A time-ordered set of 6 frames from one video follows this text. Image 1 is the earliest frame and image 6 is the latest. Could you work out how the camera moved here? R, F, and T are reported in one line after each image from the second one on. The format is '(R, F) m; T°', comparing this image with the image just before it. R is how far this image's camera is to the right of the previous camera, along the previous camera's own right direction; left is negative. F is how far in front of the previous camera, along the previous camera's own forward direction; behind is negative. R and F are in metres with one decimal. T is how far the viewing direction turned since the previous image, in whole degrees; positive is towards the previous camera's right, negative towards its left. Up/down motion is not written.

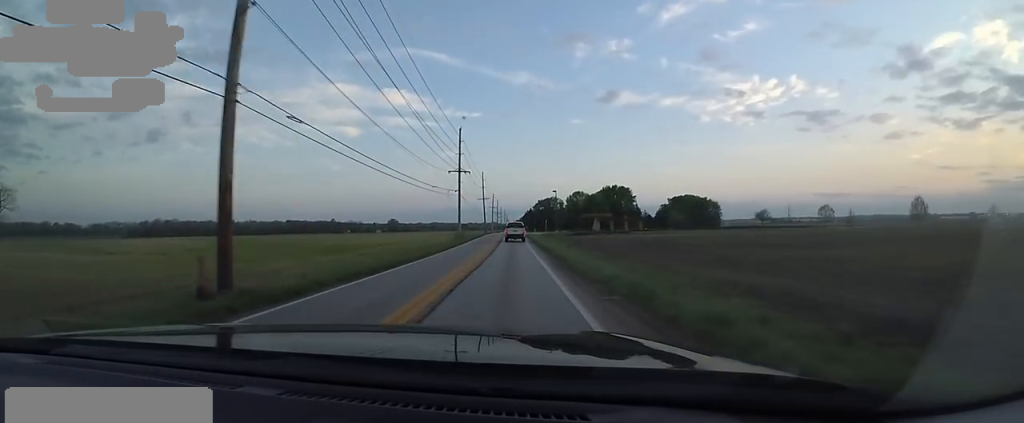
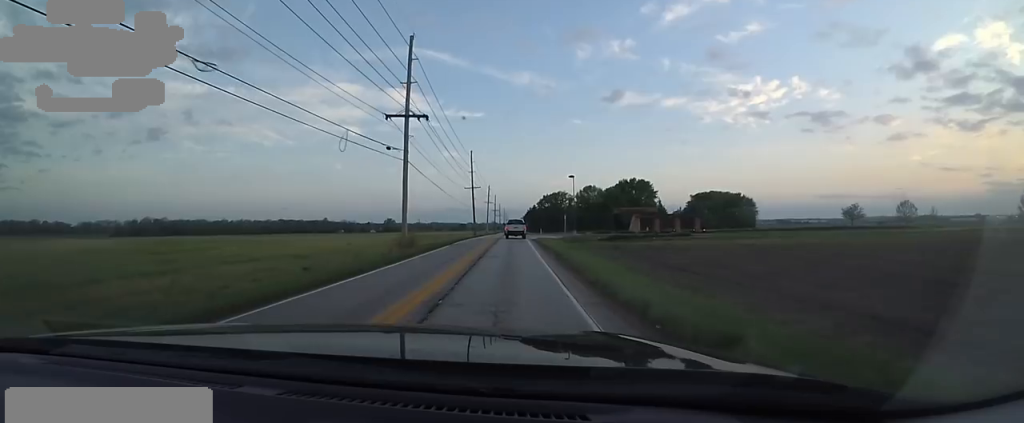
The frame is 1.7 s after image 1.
(+0.8, +33.2) m; +2°
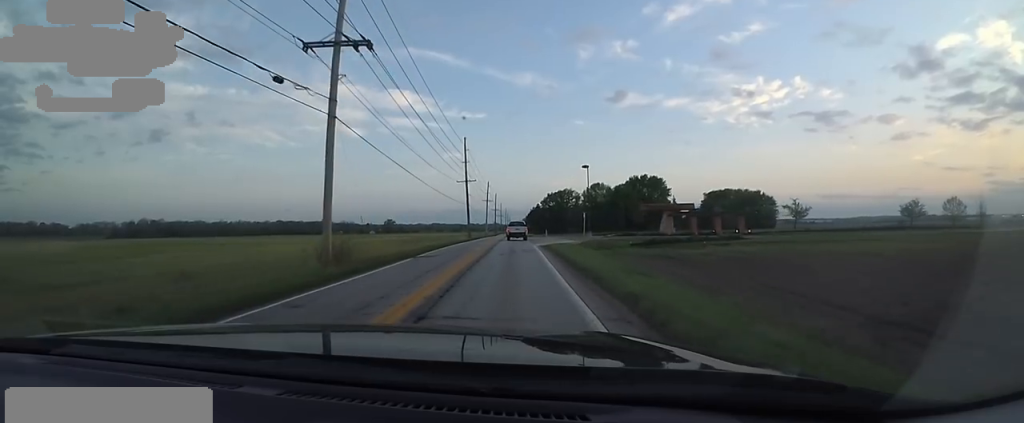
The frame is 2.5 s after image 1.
(-0.2, +14.3) m; 0°
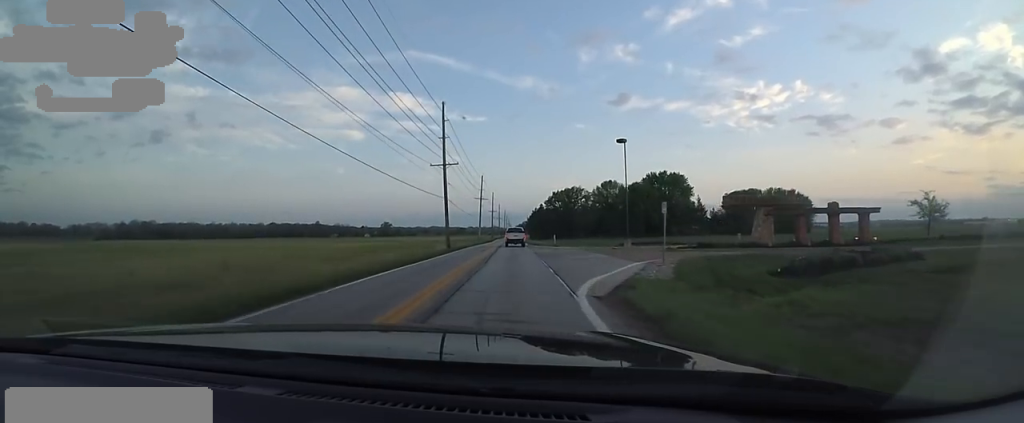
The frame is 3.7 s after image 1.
(+0.3, +23.1) m; -1°
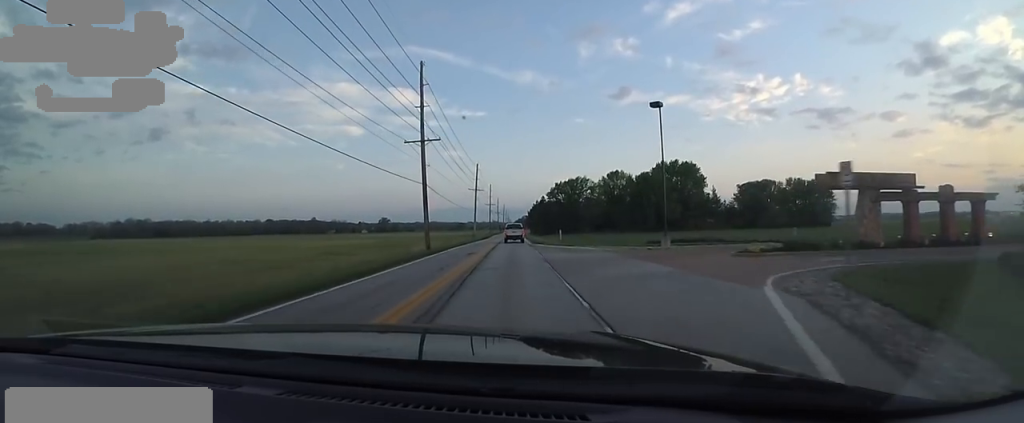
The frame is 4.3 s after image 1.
(-0.7, +11.4) m; 0°
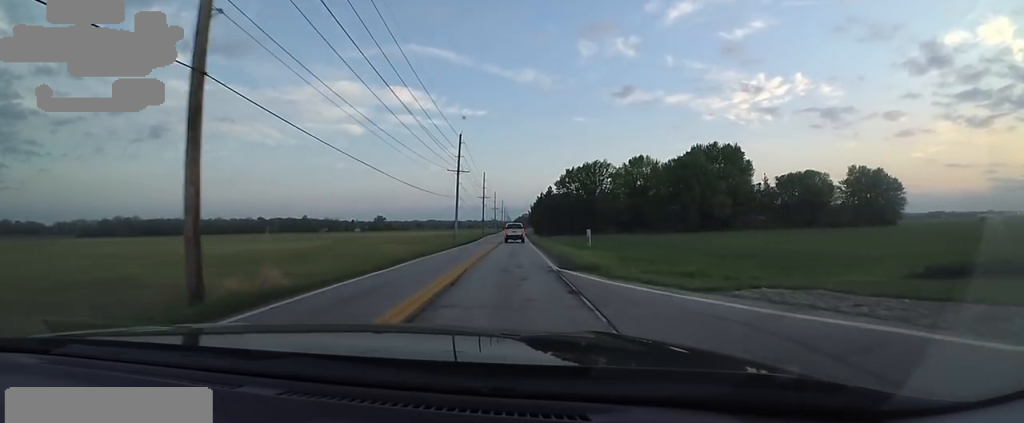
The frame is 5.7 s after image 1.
(+0.6, +27.6) m; 0°
